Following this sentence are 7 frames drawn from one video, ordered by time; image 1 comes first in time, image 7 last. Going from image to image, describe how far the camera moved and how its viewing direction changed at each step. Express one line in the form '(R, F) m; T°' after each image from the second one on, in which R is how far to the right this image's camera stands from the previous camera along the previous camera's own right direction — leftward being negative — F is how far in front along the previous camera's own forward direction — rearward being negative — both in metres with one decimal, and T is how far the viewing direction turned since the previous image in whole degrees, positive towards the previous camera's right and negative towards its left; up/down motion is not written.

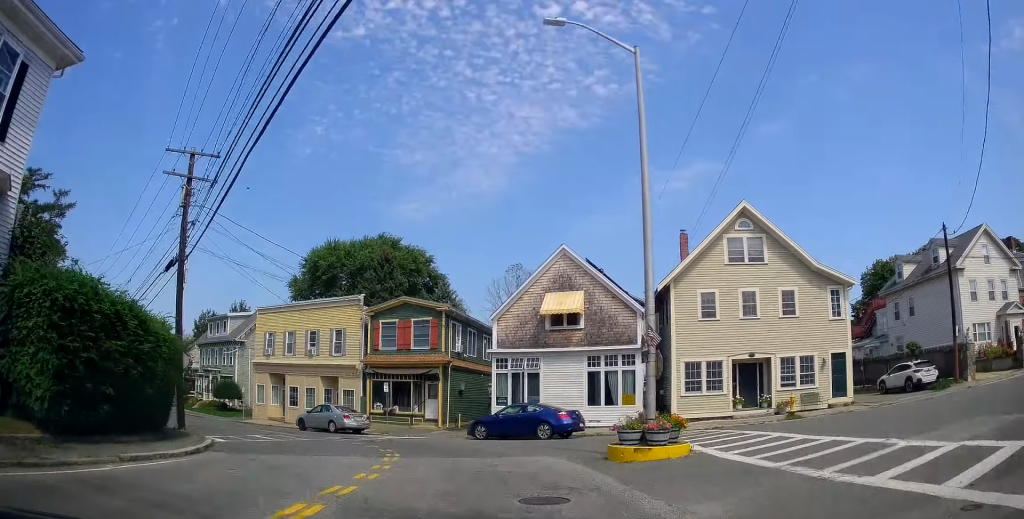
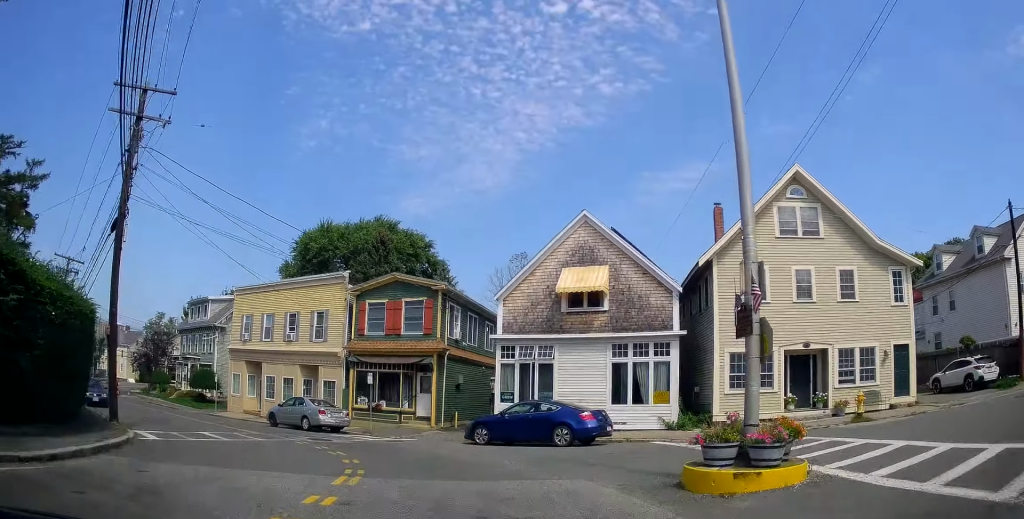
(-0.2, +4.9) m; -2°
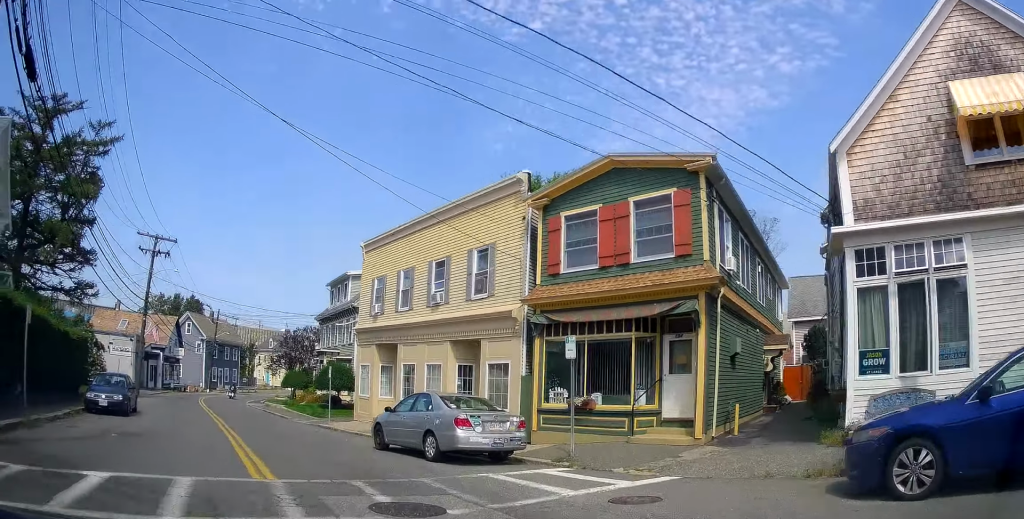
(-0.5, +14.4) m; -9°
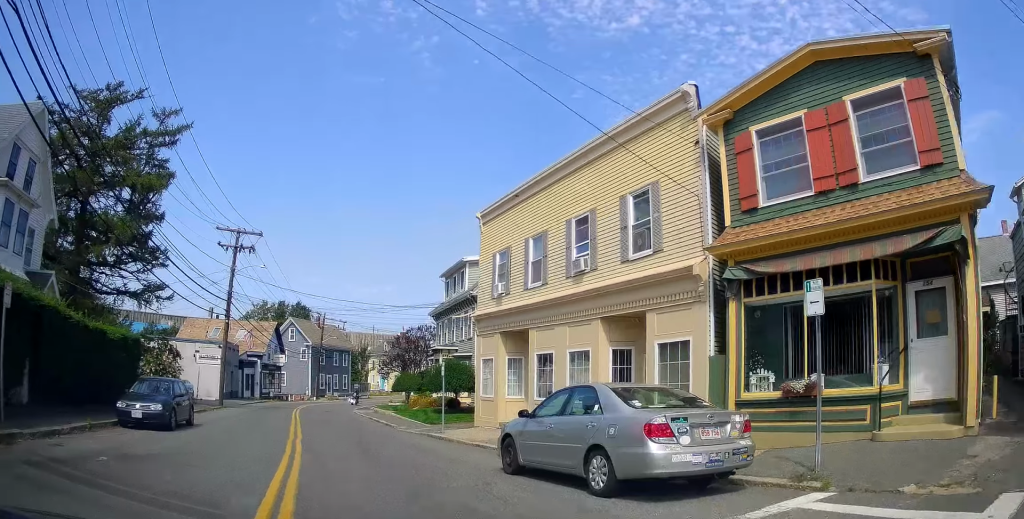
(-0.4, +4.5) m; -11°
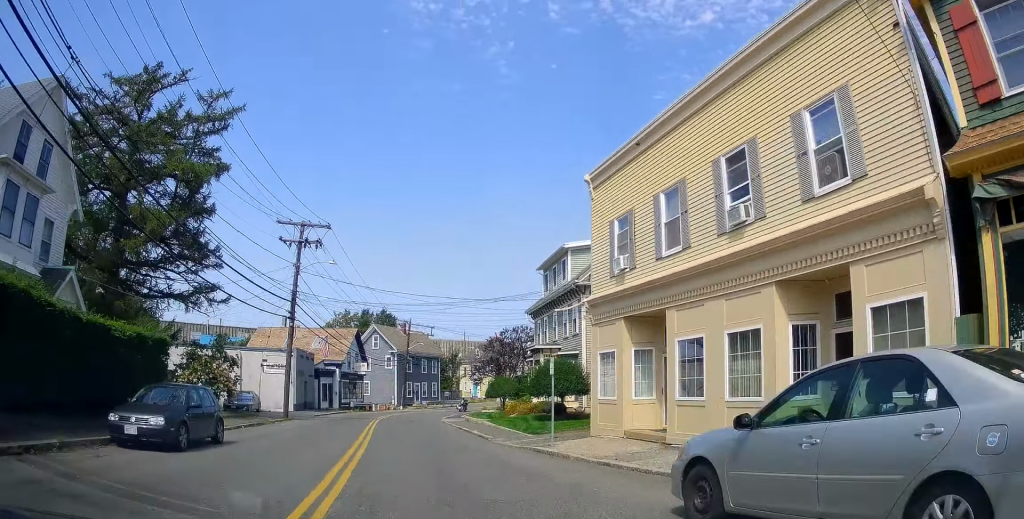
(-0.2, +4.1) m; -13°
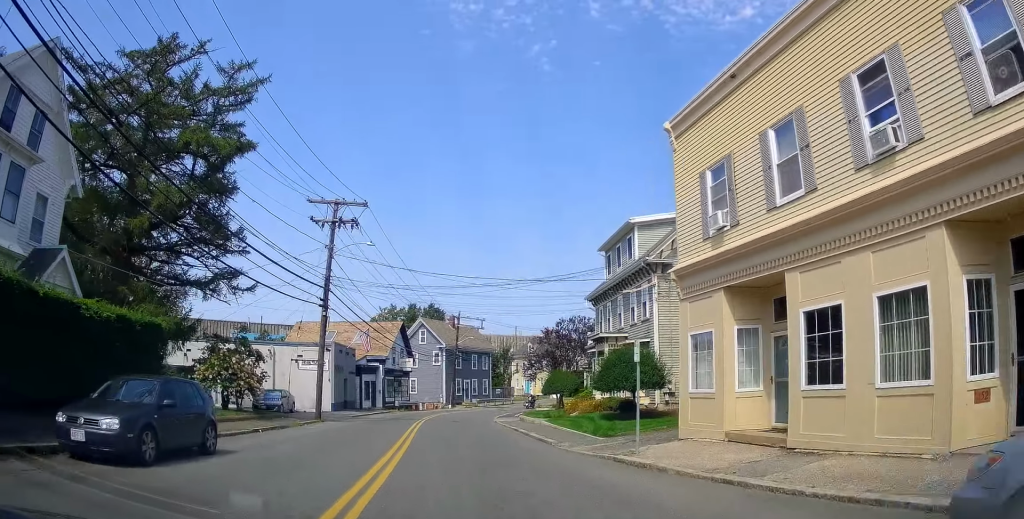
(-0.5, +3.3) m; -6°
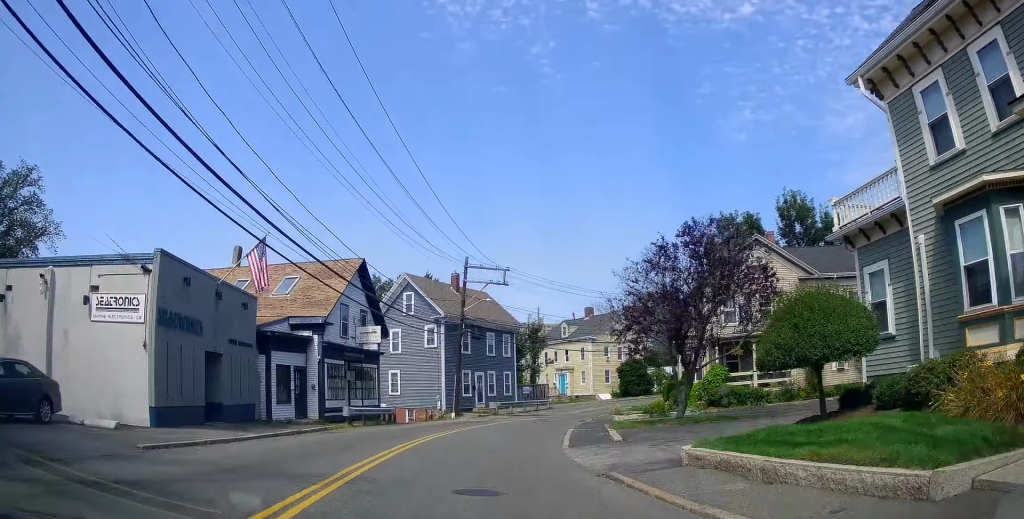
(-1.9, +24.6) m; -1°
